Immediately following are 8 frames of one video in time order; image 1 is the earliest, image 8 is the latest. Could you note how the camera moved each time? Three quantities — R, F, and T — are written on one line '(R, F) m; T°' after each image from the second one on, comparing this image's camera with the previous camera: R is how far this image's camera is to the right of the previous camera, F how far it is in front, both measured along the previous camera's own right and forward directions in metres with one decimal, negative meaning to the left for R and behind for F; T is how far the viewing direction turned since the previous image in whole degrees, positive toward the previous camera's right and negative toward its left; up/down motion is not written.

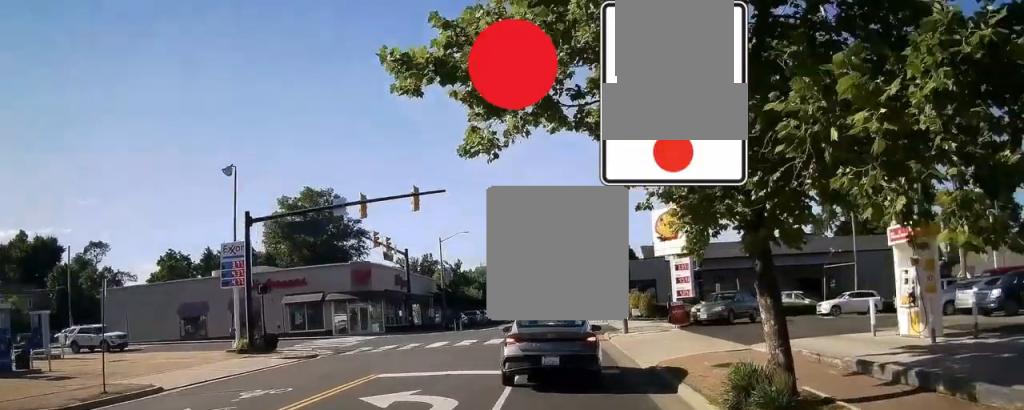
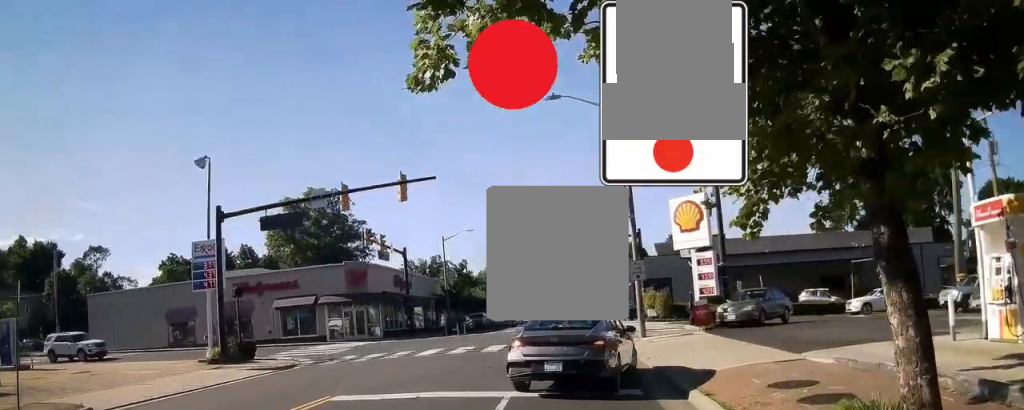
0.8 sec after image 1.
(+0.2, +3.3) m; 0°
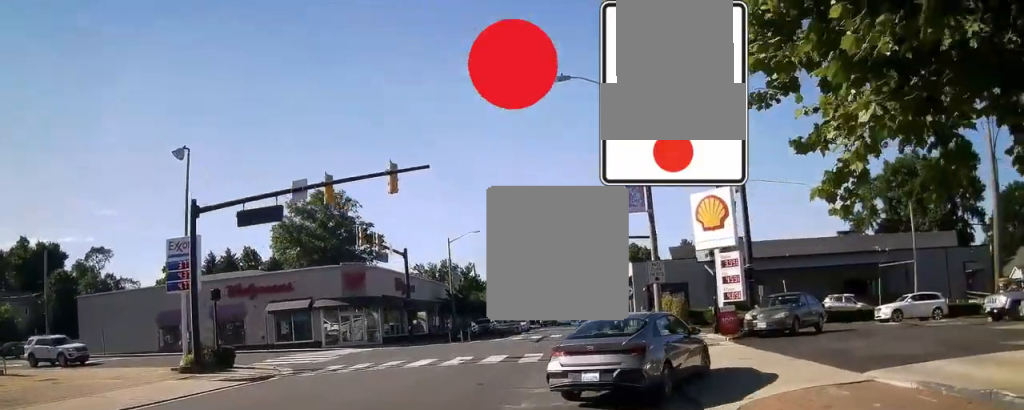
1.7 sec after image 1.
(-0.3, +3.0) m; -1°
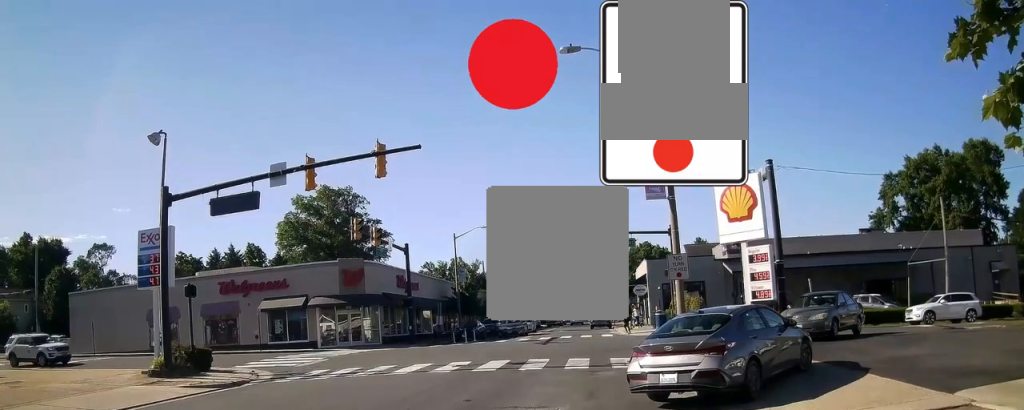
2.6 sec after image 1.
(+0.2, +2.7) m; +5°
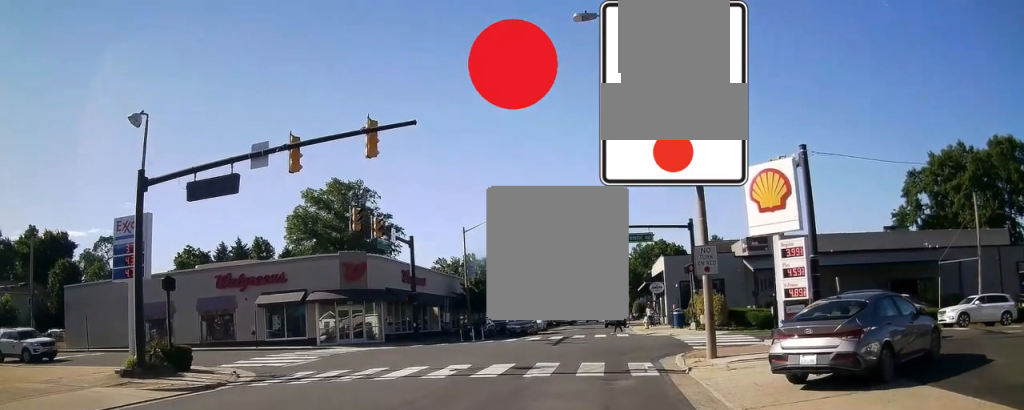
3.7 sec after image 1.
(0.0, +2.1) m; +1°
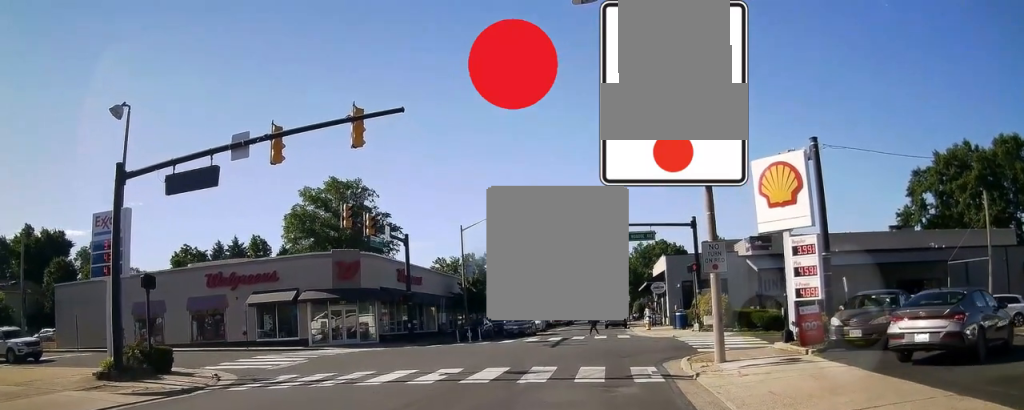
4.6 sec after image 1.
(0.0, +1.0) m; 0°
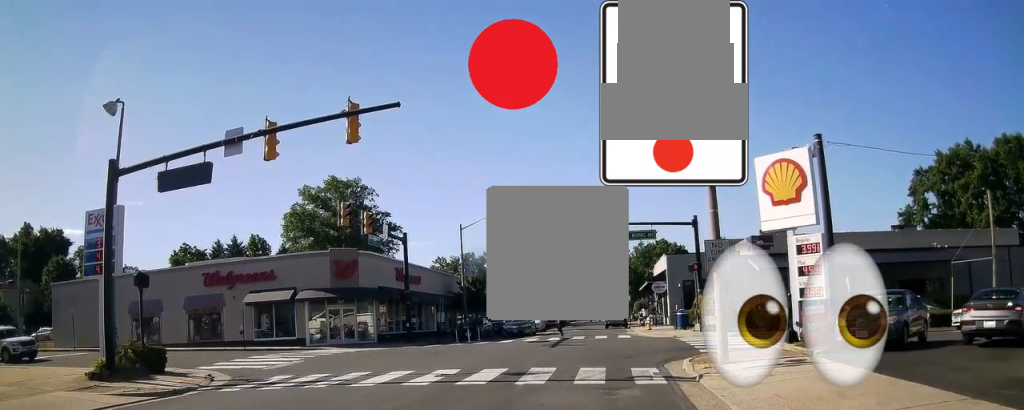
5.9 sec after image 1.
(0.0, +0.4) m; 0°
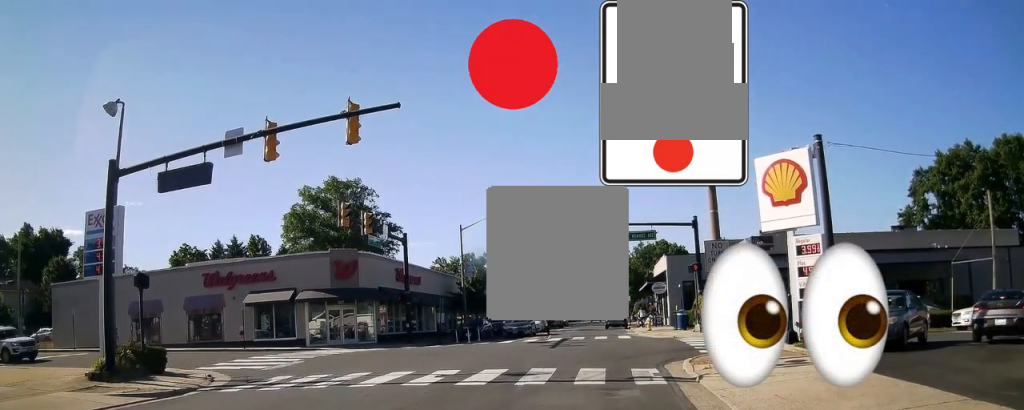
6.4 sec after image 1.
(0.0, 0.0) m; 0°
